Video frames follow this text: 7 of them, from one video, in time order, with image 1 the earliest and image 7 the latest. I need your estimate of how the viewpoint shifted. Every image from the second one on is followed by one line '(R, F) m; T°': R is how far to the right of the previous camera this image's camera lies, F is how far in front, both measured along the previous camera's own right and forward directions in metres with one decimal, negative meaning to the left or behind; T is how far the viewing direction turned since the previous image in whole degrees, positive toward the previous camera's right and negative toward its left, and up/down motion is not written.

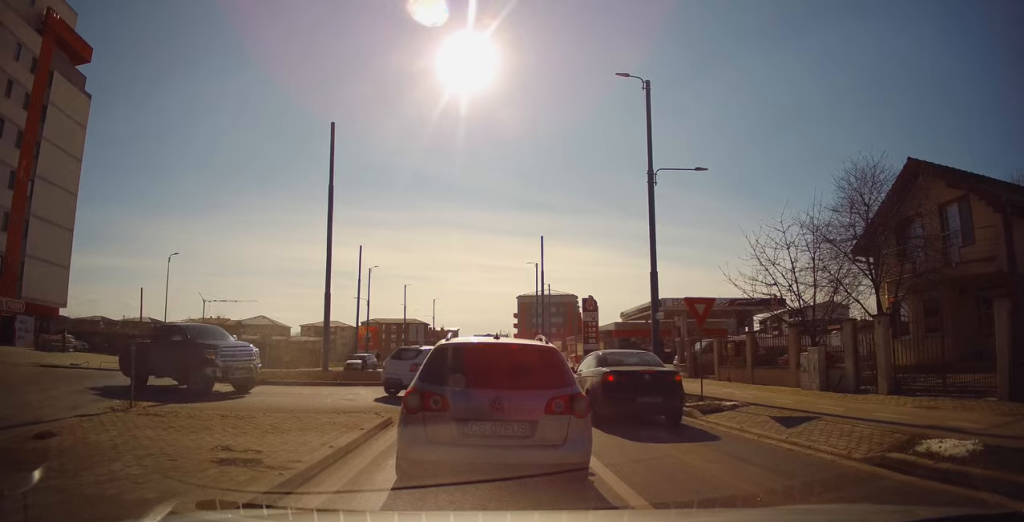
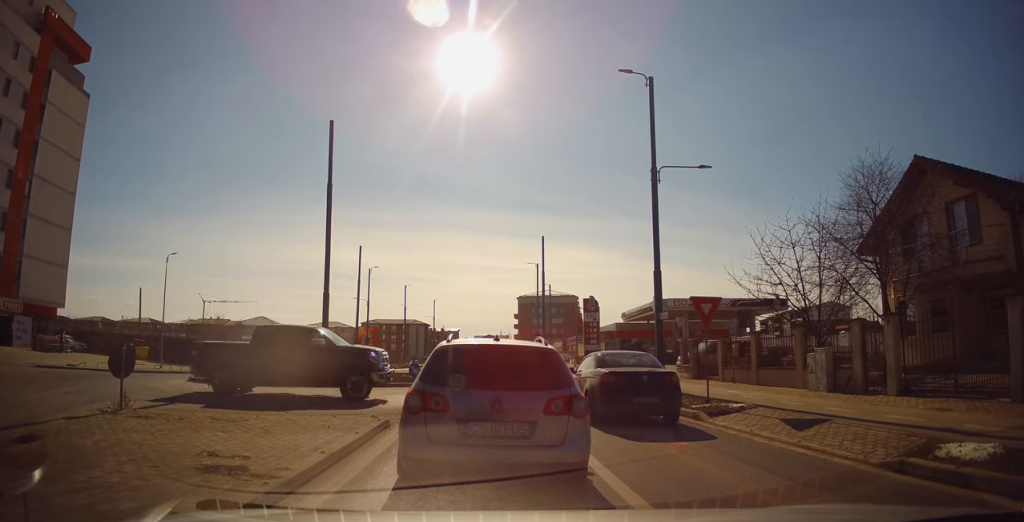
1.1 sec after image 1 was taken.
(0.0, +0.8) m; 0°
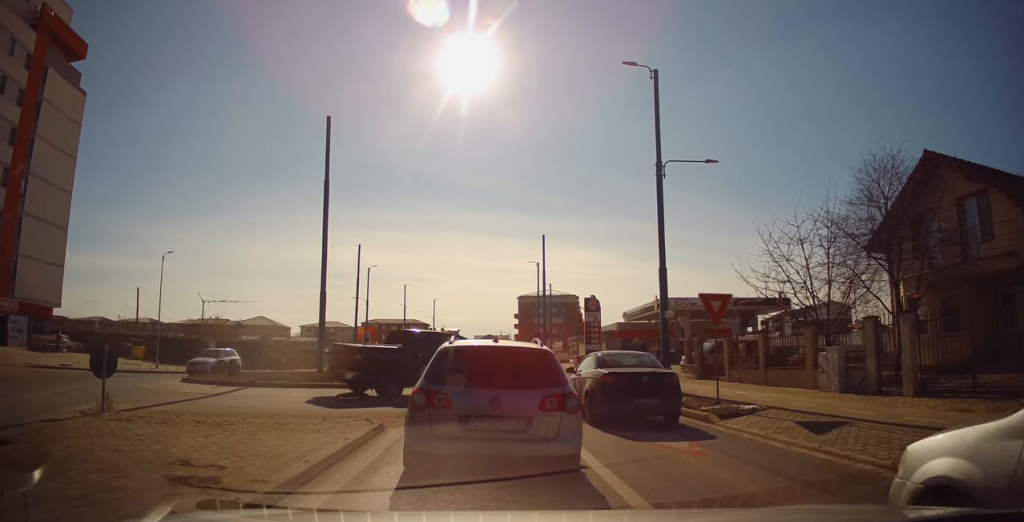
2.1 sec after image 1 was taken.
(0.0, +0.3) m; 0°
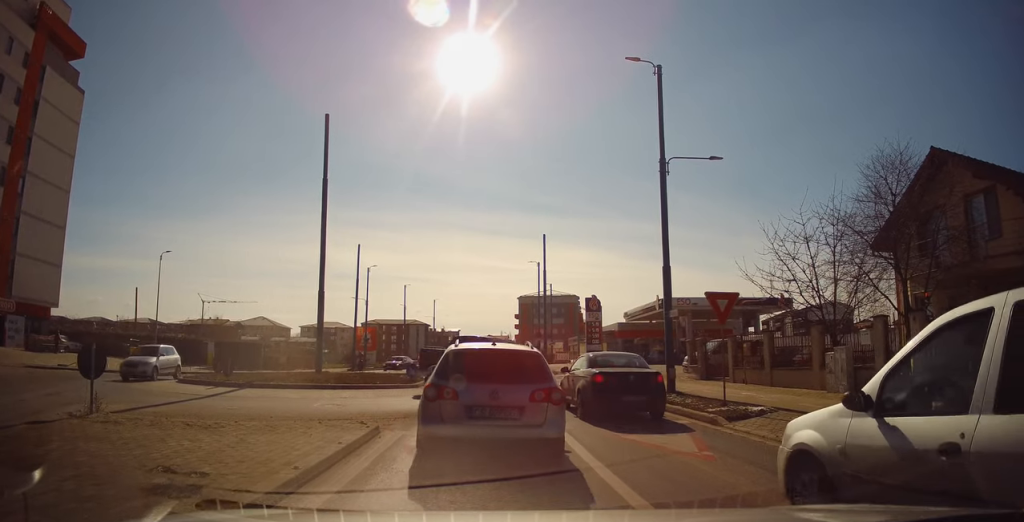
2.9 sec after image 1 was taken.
(0.0, +0.2) m; 0°
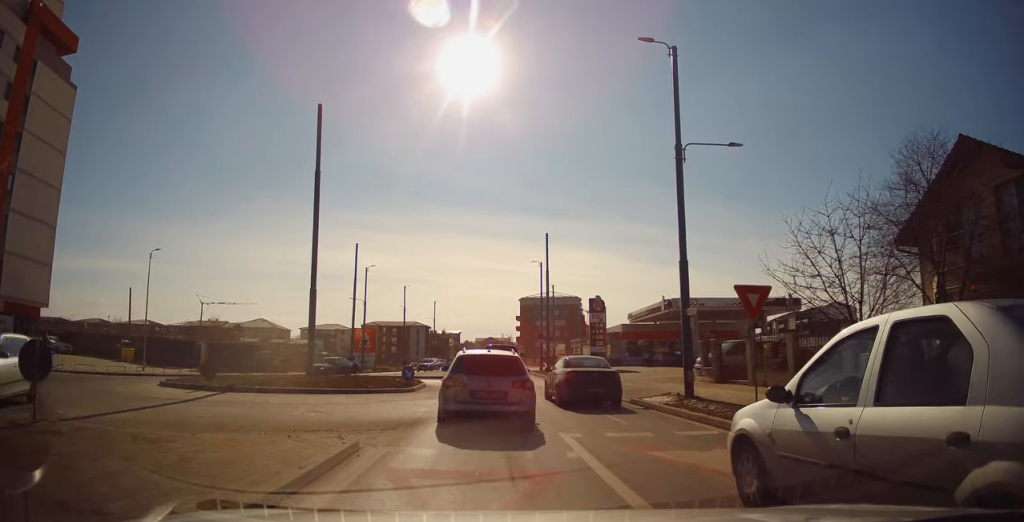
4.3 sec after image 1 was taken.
(0.0, +1.1) m; 0°
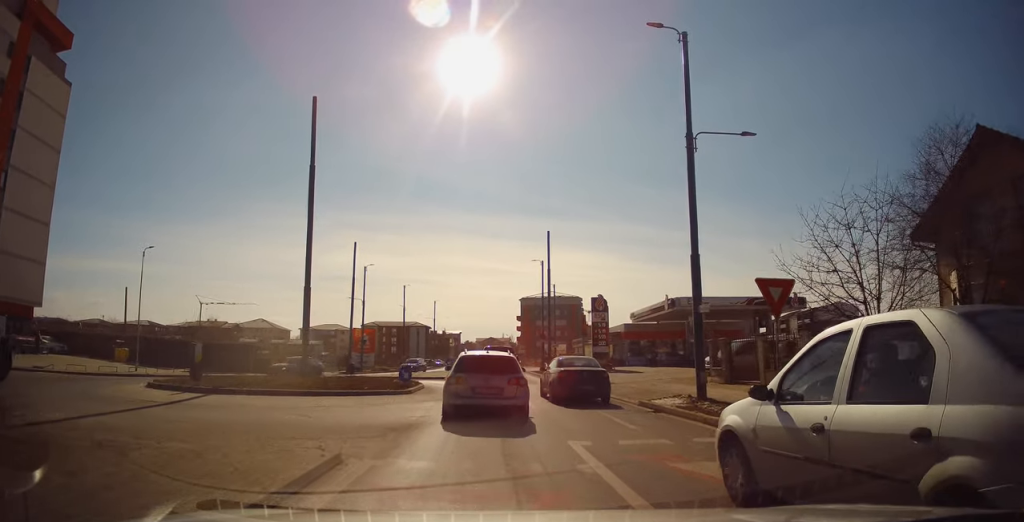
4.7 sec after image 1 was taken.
(0.0, +0.6) m; 0°
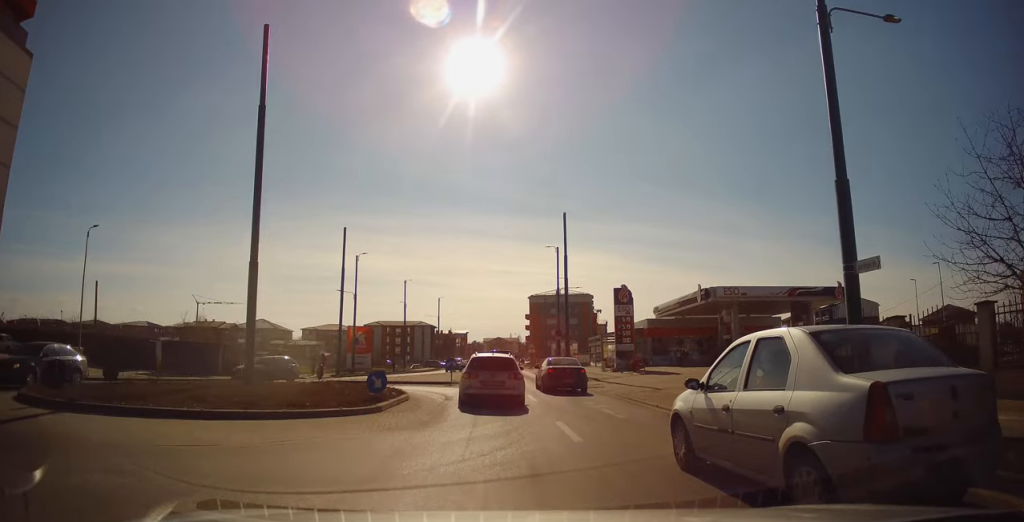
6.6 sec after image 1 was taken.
(0.0, +5.2) m; 0°
